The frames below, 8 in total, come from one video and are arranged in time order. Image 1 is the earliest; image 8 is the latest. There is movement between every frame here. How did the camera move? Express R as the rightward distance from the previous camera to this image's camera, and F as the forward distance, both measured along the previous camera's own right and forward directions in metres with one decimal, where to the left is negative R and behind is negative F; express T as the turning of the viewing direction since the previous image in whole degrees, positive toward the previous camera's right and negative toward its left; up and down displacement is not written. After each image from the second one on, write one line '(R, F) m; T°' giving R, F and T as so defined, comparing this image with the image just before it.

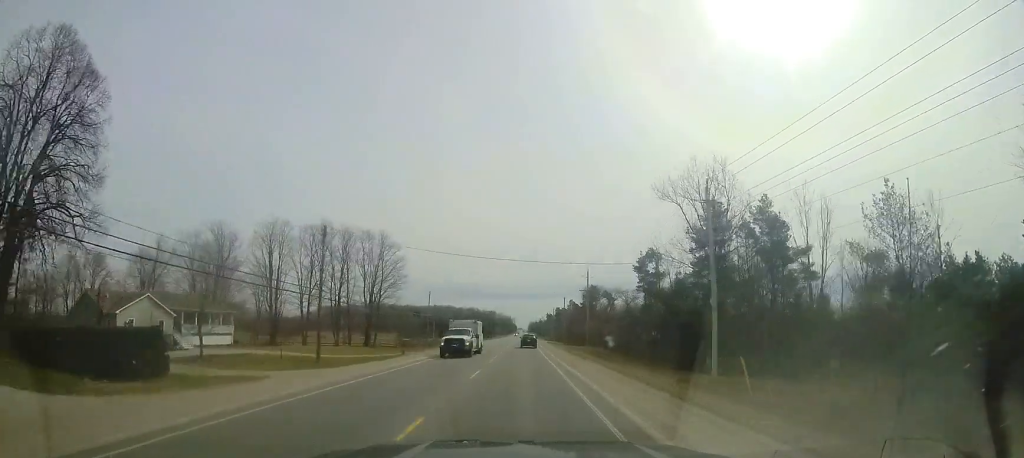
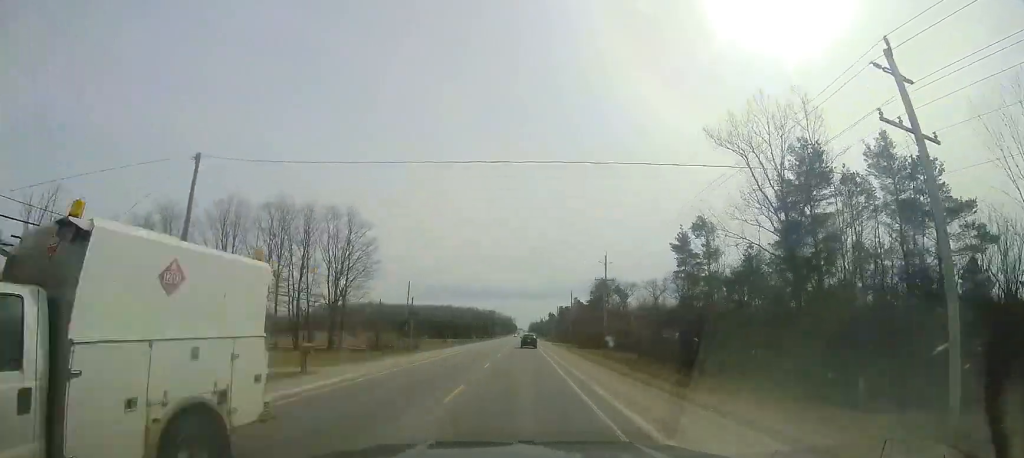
(-0.2, +14.0) m; 0°
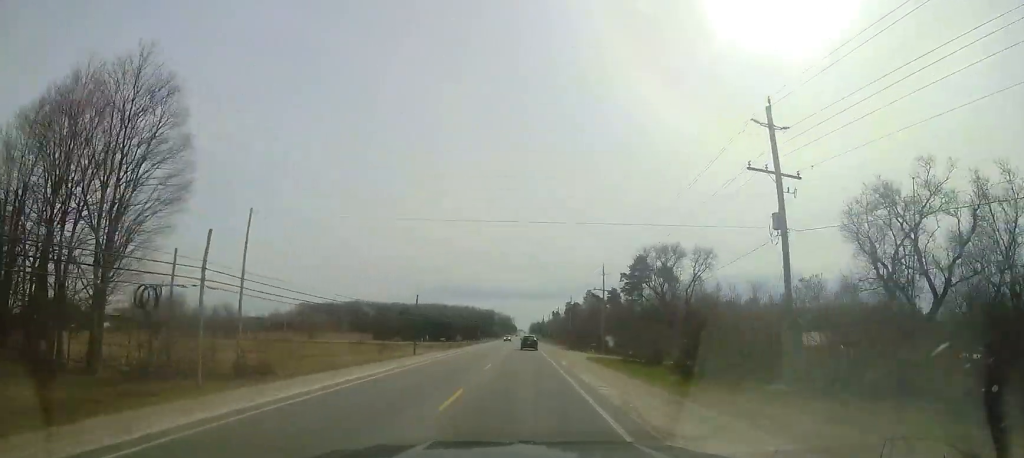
(+0.3, +37.1) m; 0°
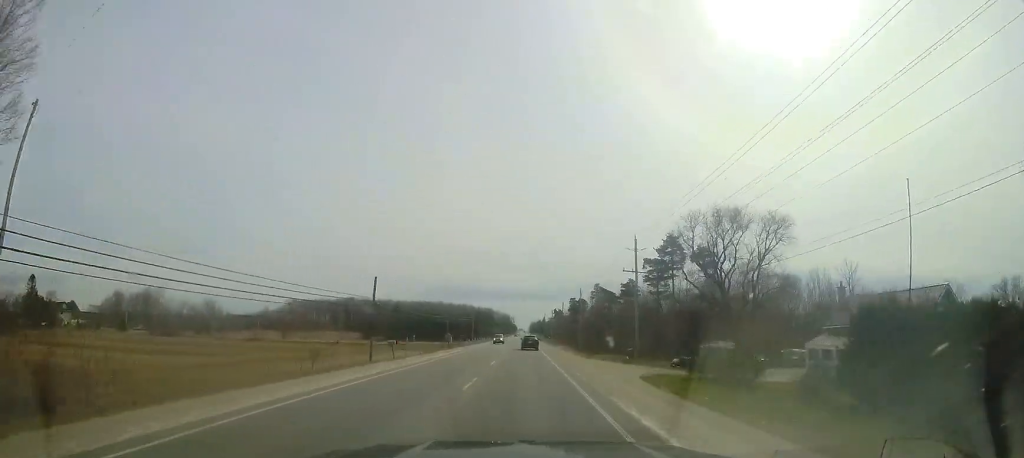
(-0.3, +15.9) m; 0°
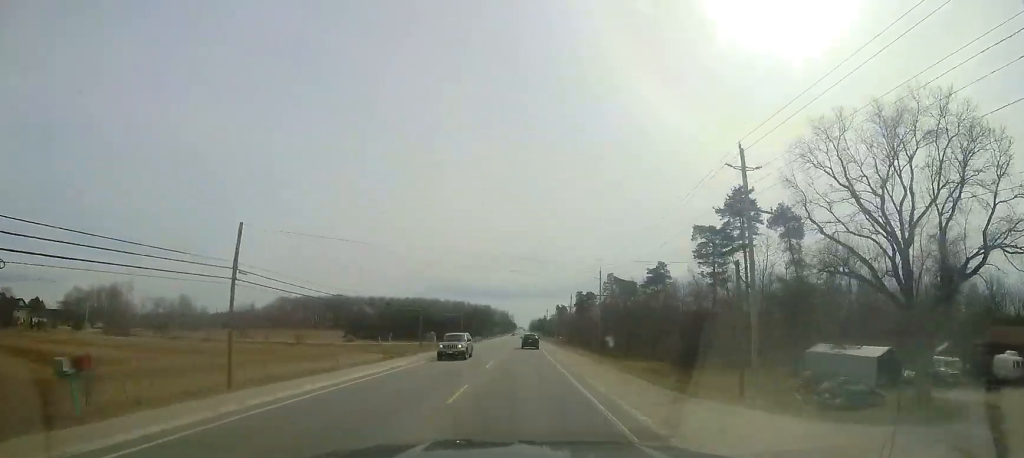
(+0.1, +20.3) m; 0°
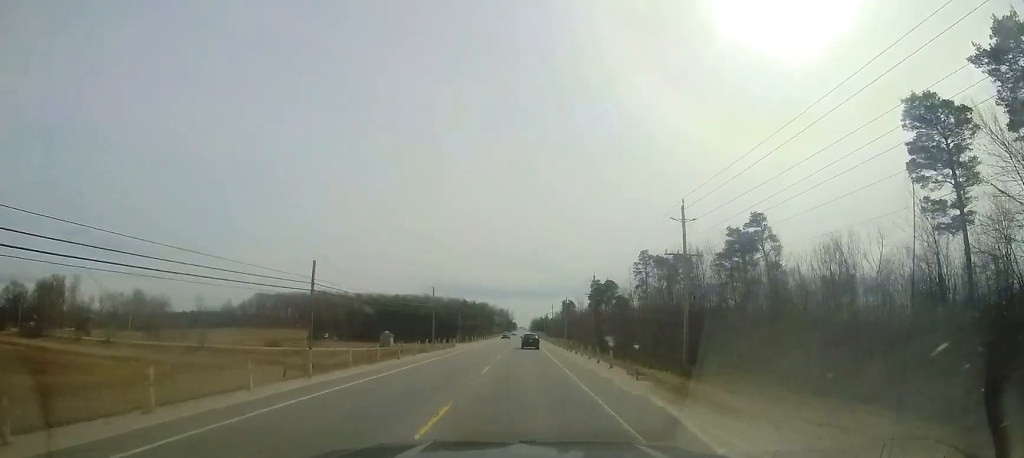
(0.0, +30.8) m; -1°
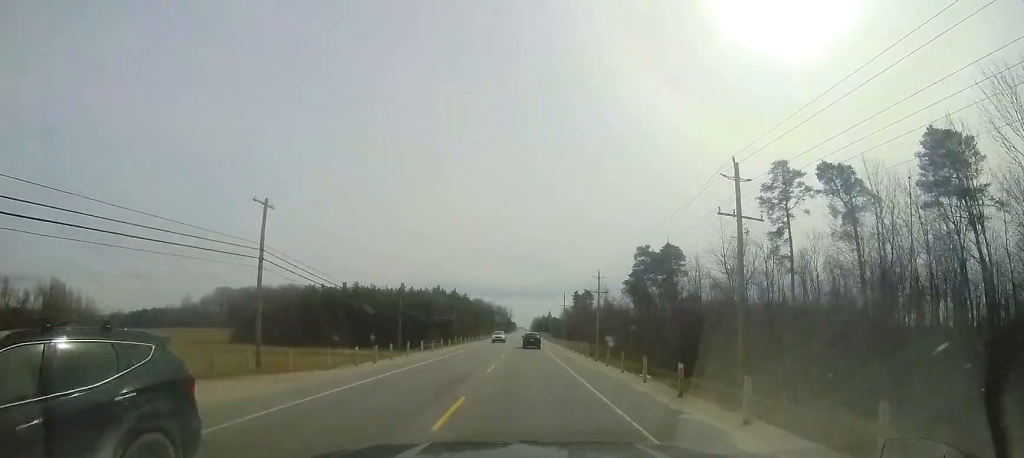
(0.0, +44.7) m; +1°
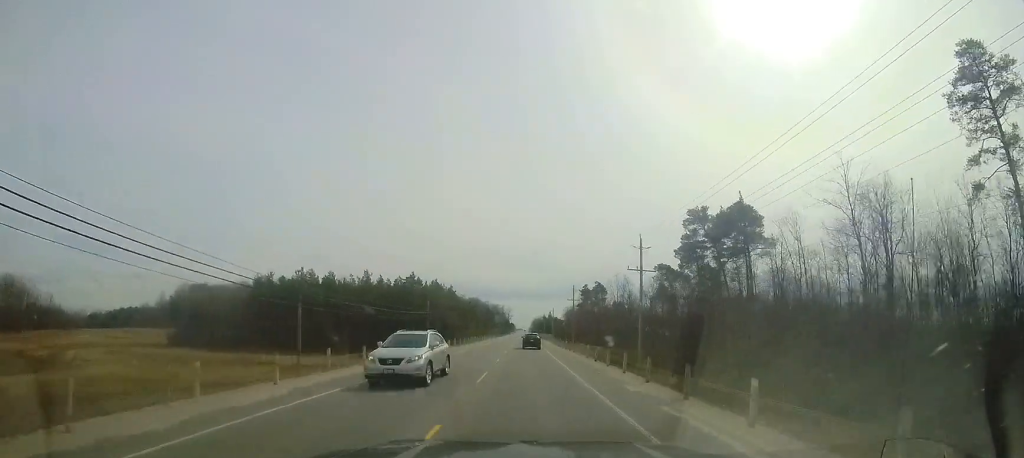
(+0.3, +22.0) m; +1°
